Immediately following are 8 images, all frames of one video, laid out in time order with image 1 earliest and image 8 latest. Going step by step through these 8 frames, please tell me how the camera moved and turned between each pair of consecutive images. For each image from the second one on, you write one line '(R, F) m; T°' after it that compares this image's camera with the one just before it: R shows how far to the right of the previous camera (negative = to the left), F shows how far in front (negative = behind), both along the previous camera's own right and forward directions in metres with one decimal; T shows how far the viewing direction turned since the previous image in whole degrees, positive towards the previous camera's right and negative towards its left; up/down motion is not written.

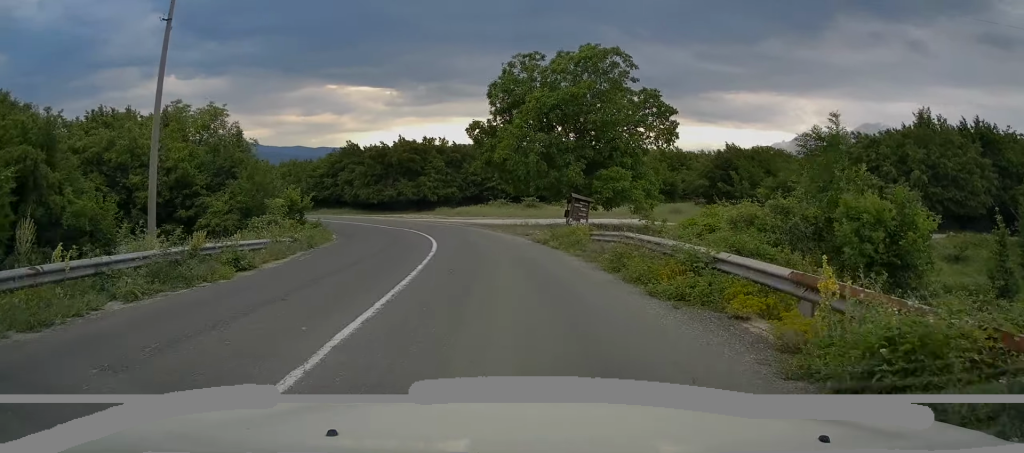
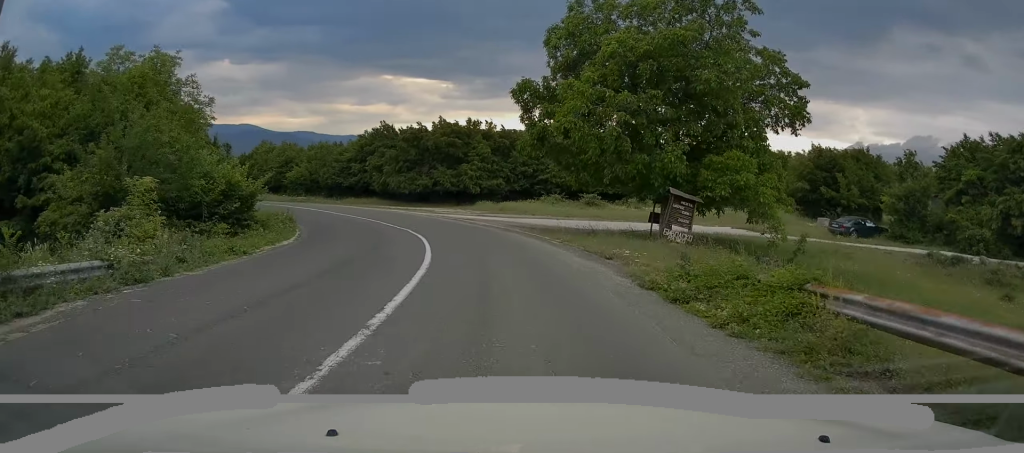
(-0.4, +11.3) m; -5°
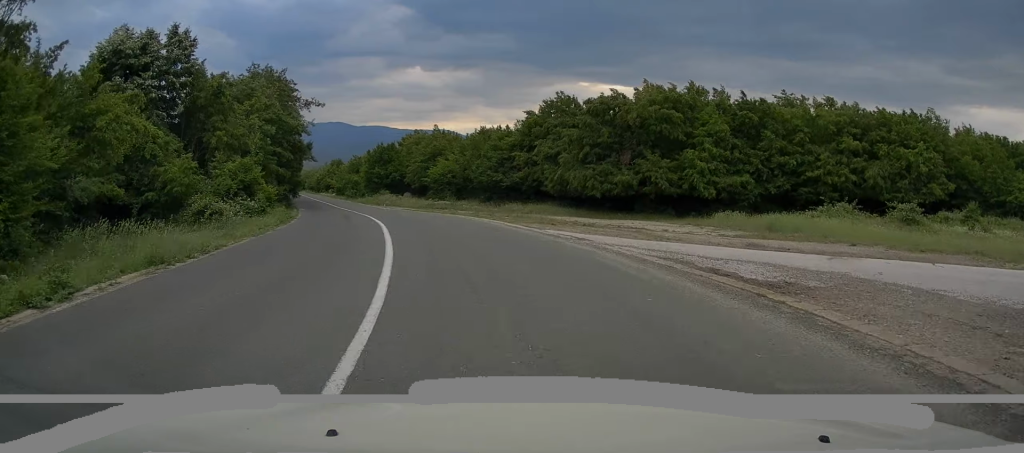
(-3.3, +24.0) m; -17°
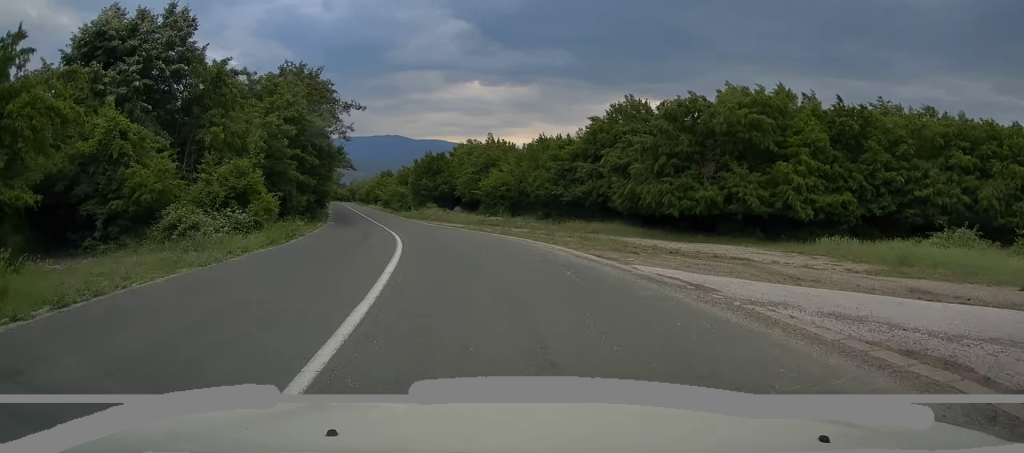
(-0.2, +6.2) m; -5°
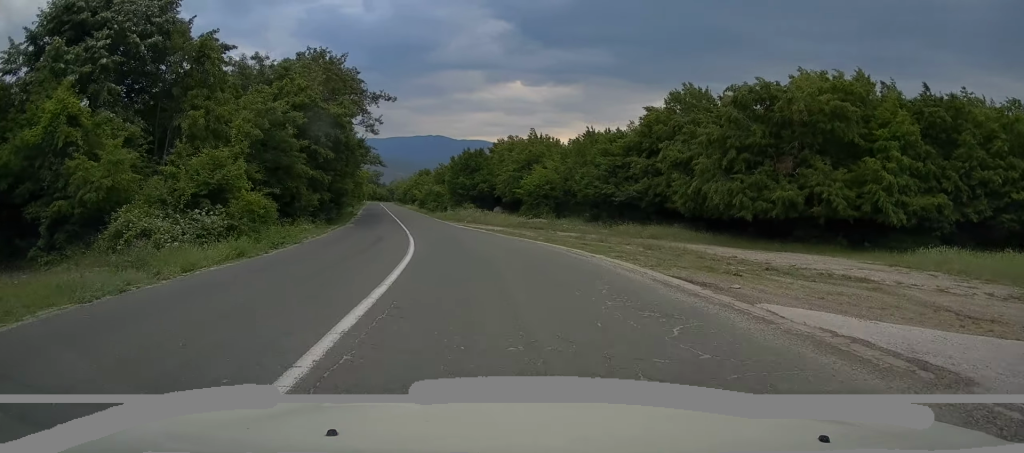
(-0.3, +5.0) m; -3°
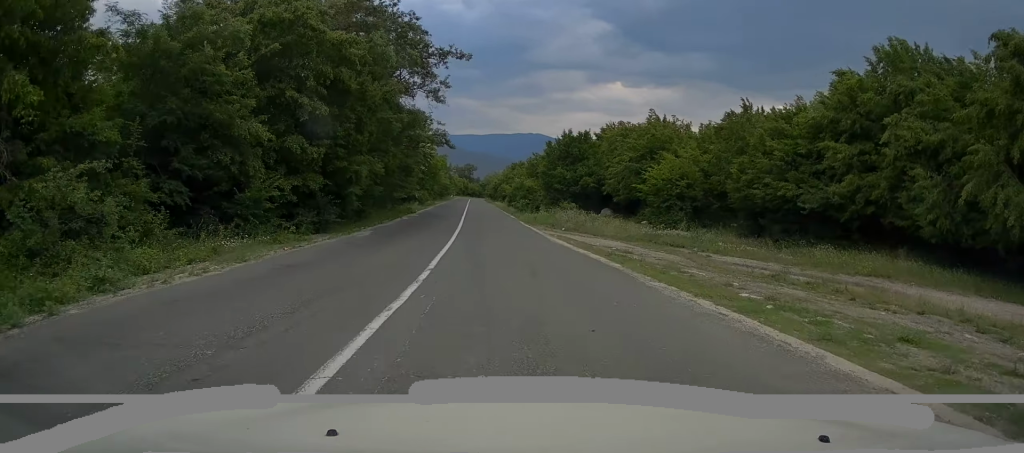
(-1.1, +14.5) m; -8°
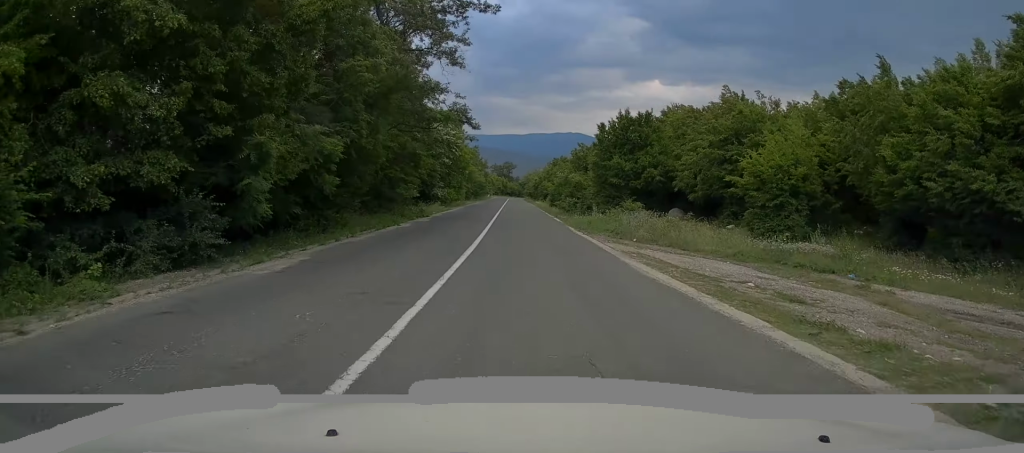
(-0.4, +9.7) m; -3°
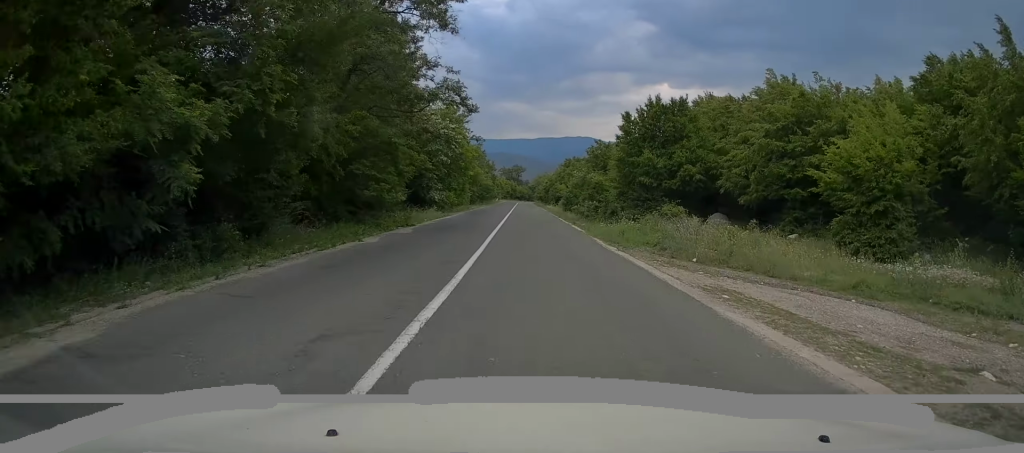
(-0.2, +6.3) m; 0°
